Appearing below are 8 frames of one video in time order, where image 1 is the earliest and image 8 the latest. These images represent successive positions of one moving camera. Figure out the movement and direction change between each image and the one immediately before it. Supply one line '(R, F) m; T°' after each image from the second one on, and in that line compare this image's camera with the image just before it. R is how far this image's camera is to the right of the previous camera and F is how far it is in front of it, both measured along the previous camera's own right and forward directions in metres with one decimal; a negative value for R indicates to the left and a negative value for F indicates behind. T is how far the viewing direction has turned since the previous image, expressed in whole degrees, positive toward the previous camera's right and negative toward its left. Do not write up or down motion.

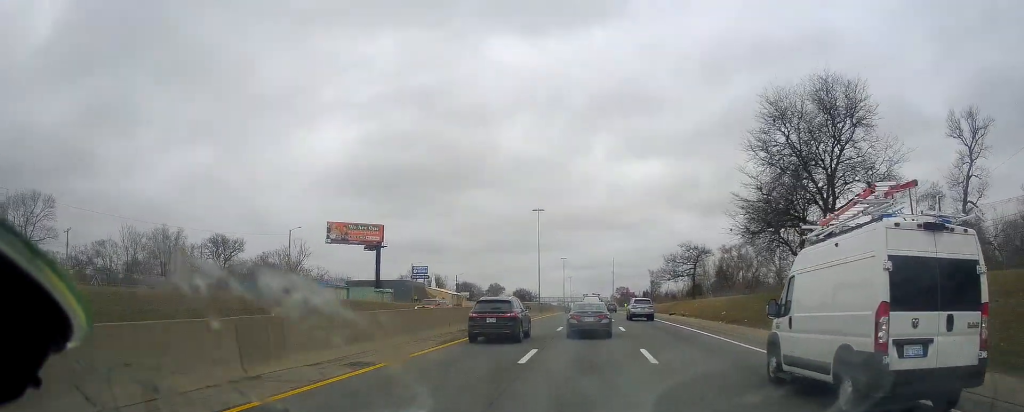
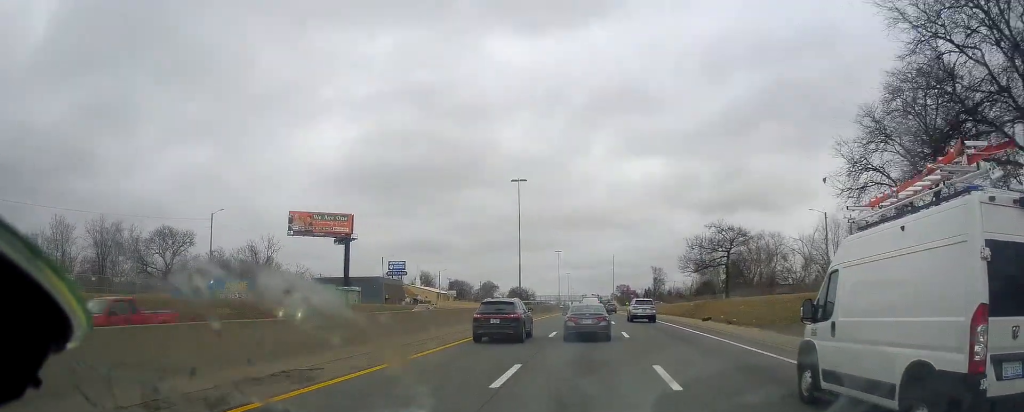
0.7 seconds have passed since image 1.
(0.0, +19.7) m; 0°
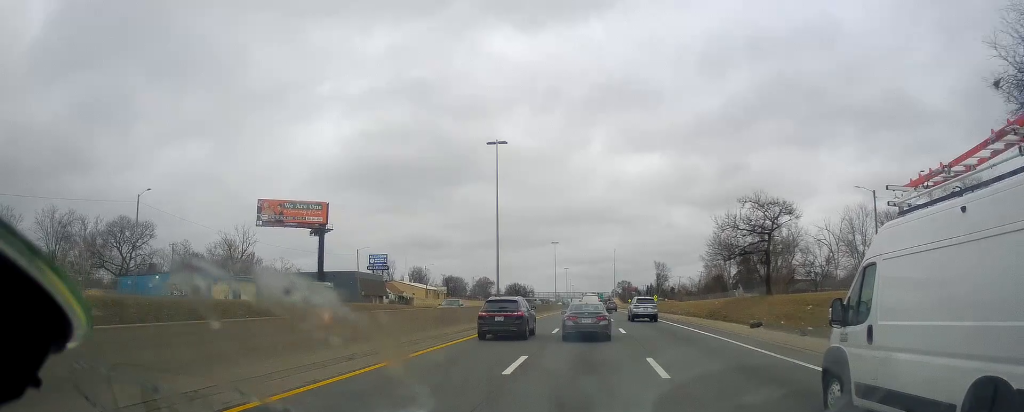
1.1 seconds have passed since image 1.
(+0.1, +13.7) m; -1°
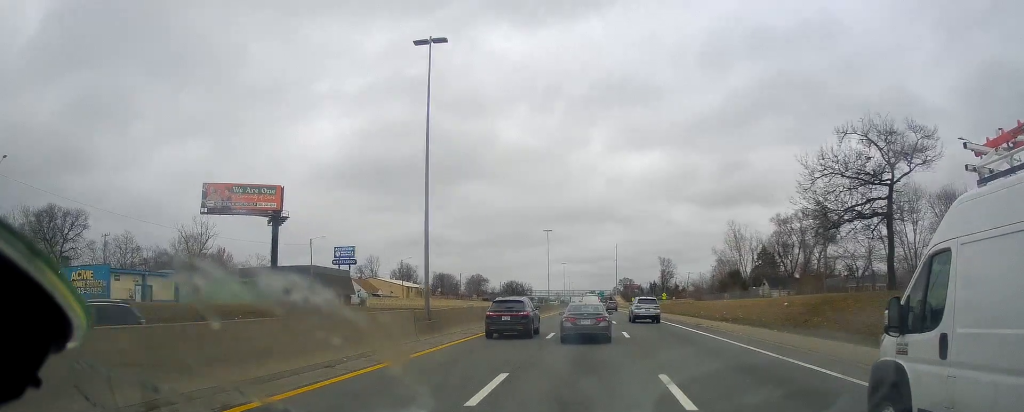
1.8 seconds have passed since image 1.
(-0.1, +19.3) m; -1°
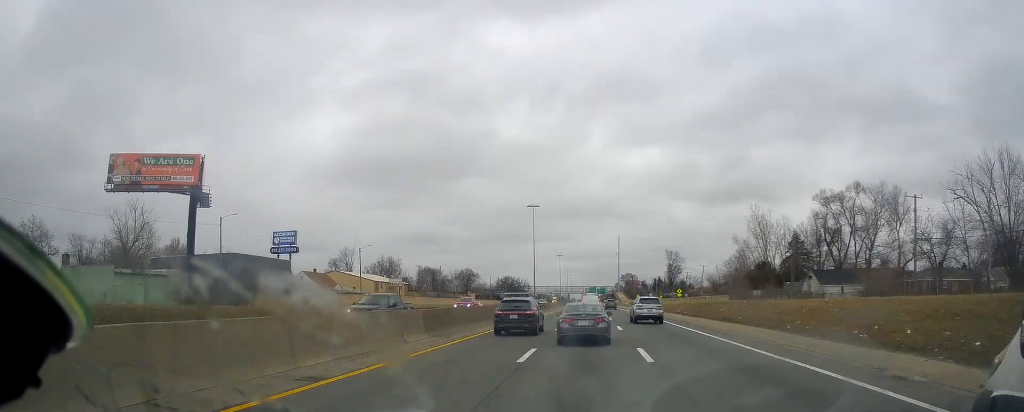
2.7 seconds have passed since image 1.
(-0.5, +24.6) m; 0°
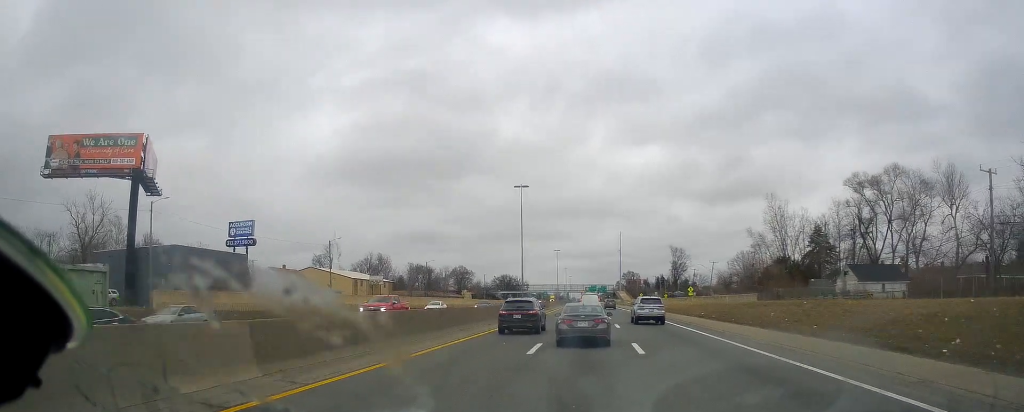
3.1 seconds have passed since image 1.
(+0.3, +12.9) m; +1°
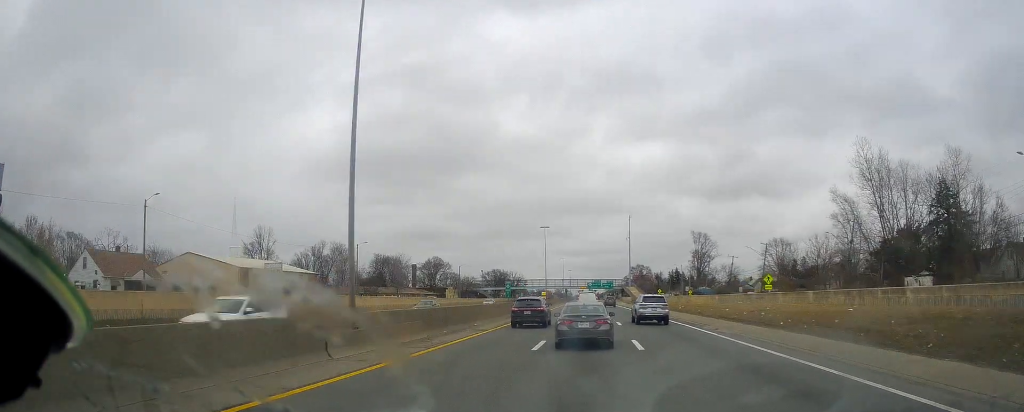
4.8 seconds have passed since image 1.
(+0.5, +44.6) m; 0°
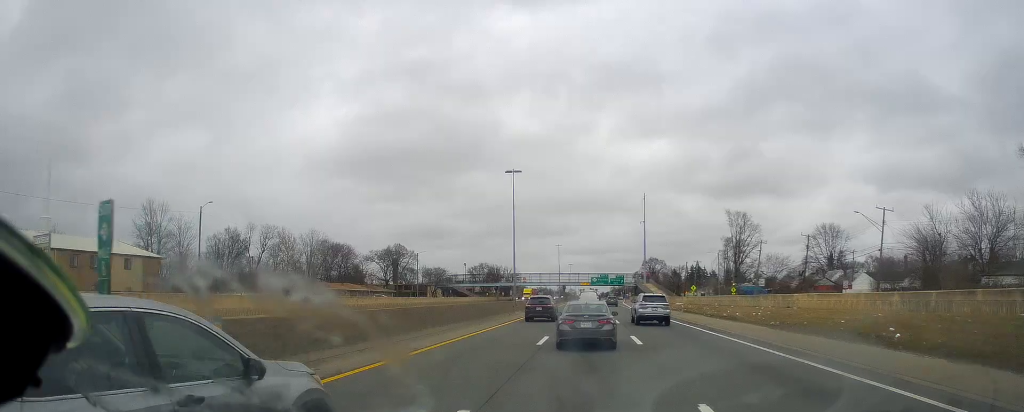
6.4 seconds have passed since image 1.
(-1.2, +44.6) m; -1°
